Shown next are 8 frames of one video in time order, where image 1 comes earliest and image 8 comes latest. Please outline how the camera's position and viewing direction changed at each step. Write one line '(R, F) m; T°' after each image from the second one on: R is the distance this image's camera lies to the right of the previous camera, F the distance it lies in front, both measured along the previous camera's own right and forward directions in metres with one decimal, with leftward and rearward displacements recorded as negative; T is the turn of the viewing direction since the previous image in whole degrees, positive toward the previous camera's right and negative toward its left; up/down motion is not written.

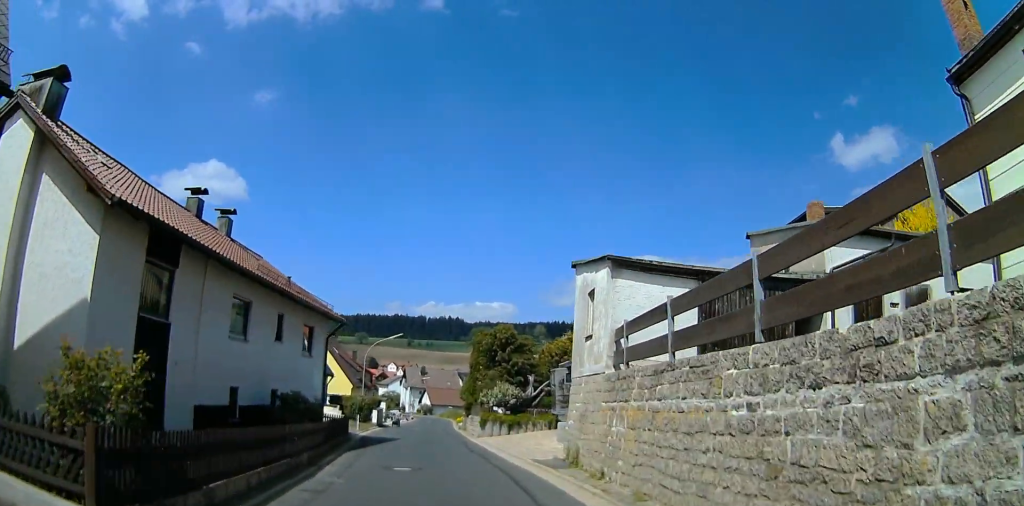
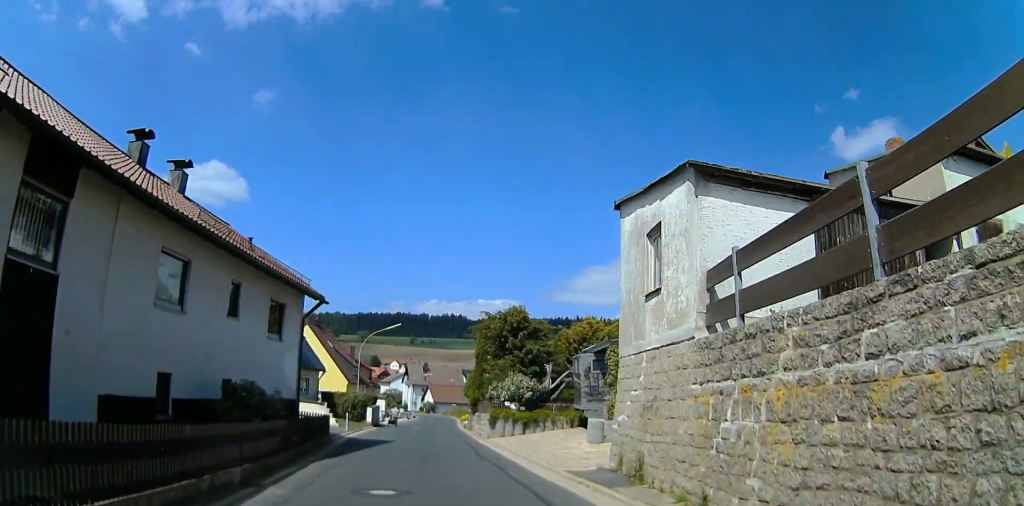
(-0.7, +4.7) m; -6°
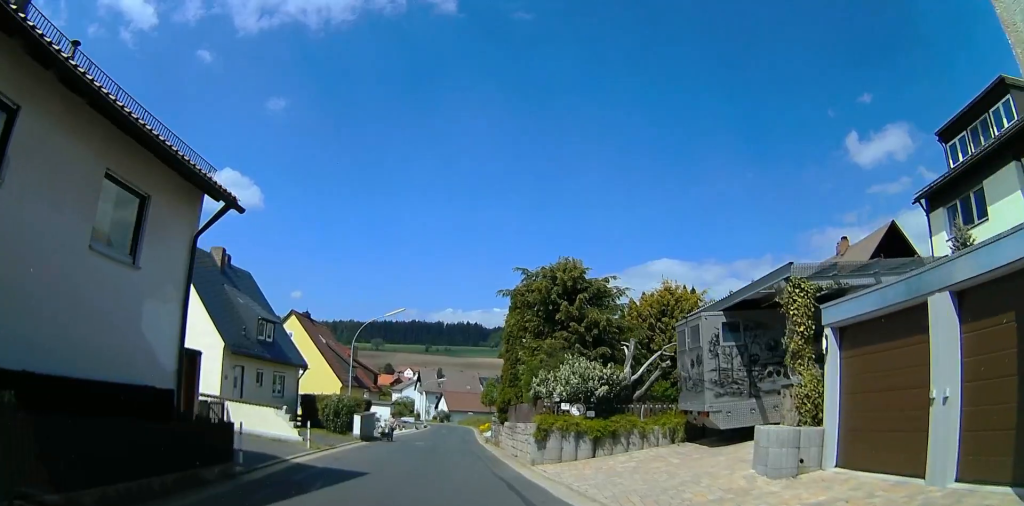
(-1.1, +10.6) m; -6°
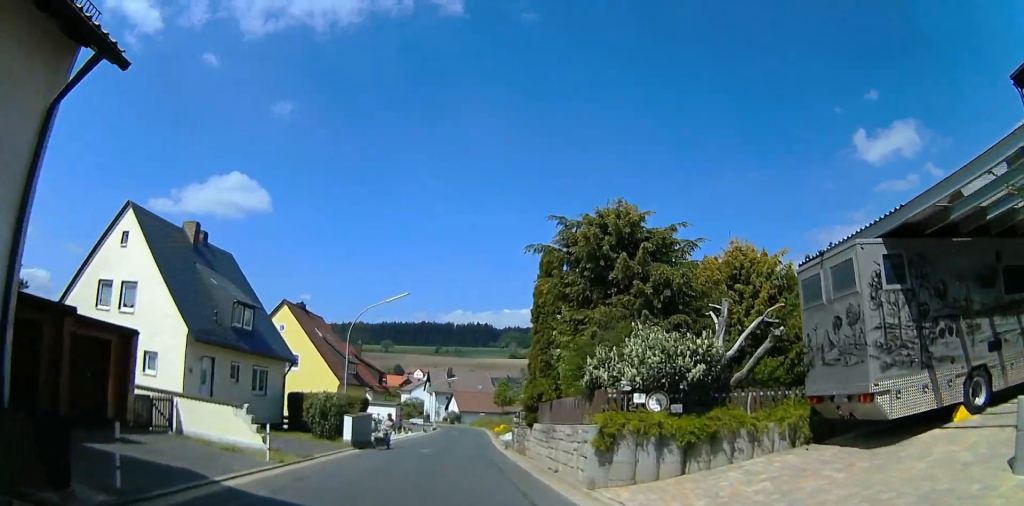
(0.0, +5.6) m; +3°
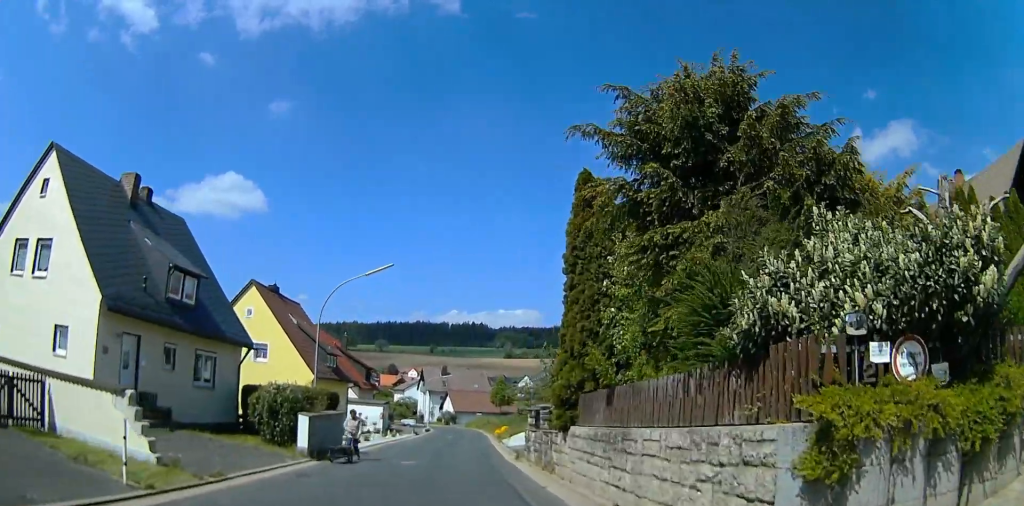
(-0.2, +6.7) m; +6°
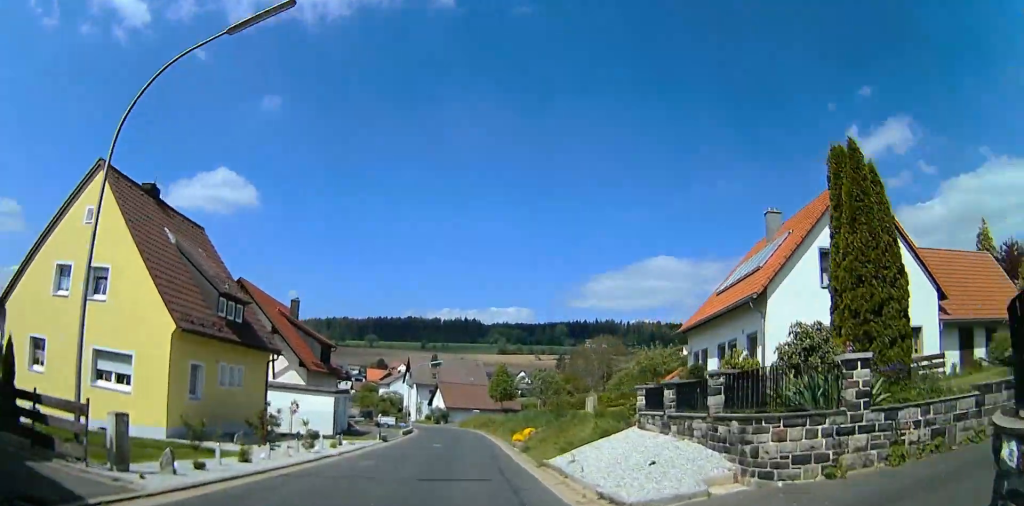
(+0.1, +20.0) m; -3°
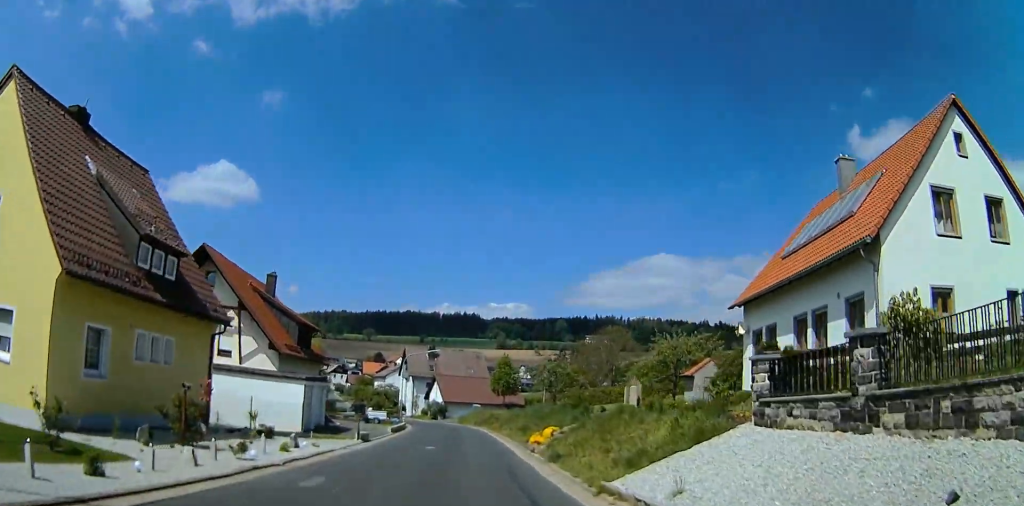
(+0.2, +7.9) m; 0°
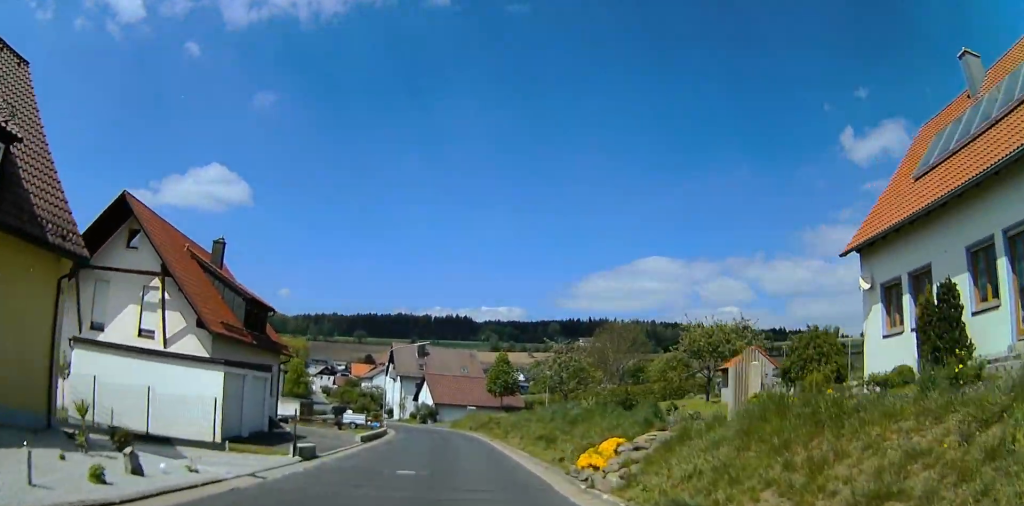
(+0.1, +10.1) m; -1°
